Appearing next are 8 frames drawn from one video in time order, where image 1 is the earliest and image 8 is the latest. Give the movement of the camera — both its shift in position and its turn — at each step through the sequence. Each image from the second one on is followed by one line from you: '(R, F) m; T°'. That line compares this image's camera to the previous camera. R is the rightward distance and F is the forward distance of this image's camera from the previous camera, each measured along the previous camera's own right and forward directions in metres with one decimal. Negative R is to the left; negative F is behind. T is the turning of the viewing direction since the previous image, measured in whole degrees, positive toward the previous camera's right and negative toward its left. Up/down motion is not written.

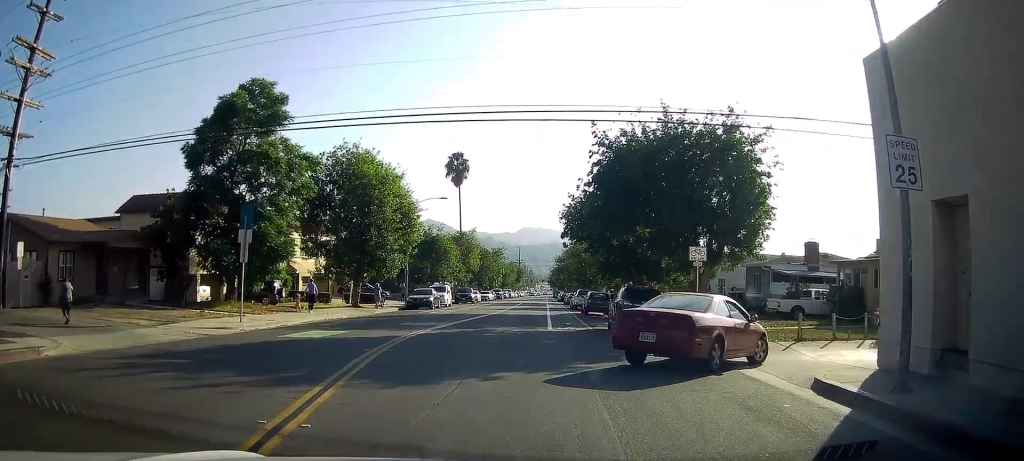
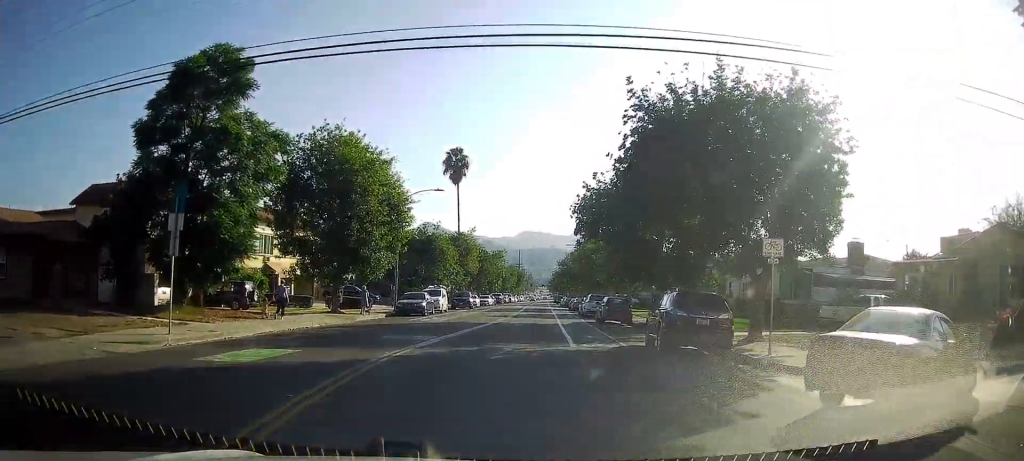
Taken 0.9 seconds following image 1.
(-0.1, +6.8) m; -2°
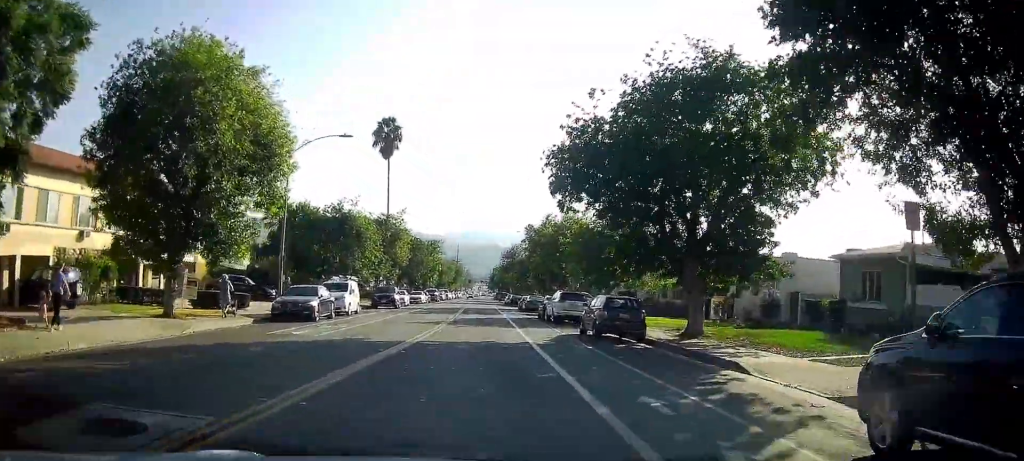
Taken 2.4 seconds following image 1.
(+0.2, +13.9) m; +4°
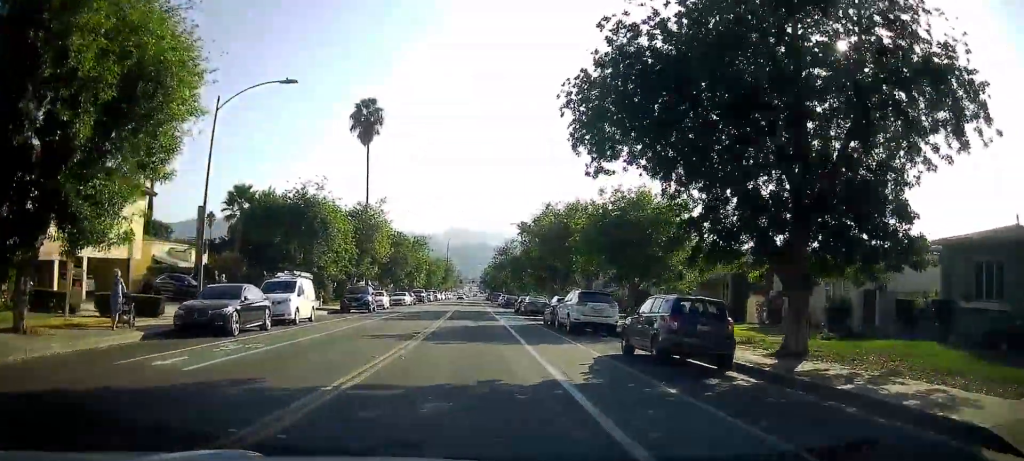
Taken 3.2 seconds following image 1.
(+0.3, +8.0) m; +2°
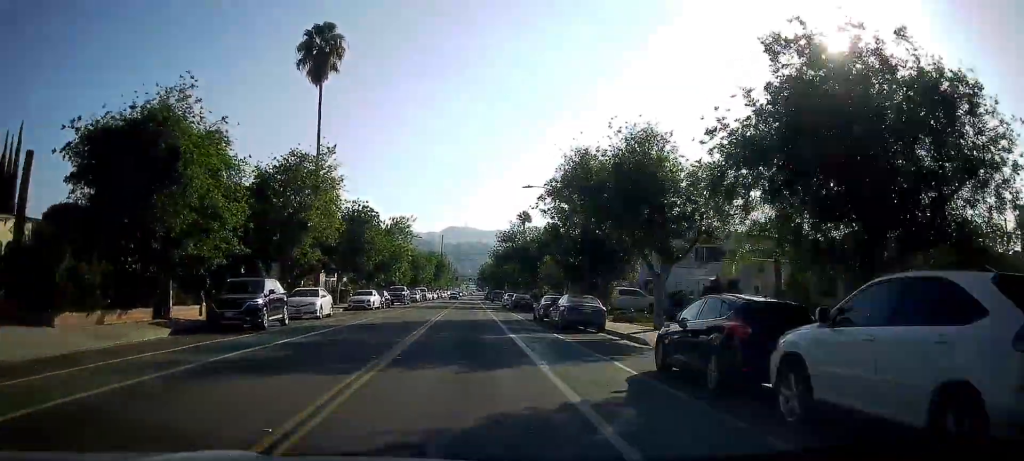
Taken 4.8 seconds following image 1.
(-0.3, +19.9) m; -2°
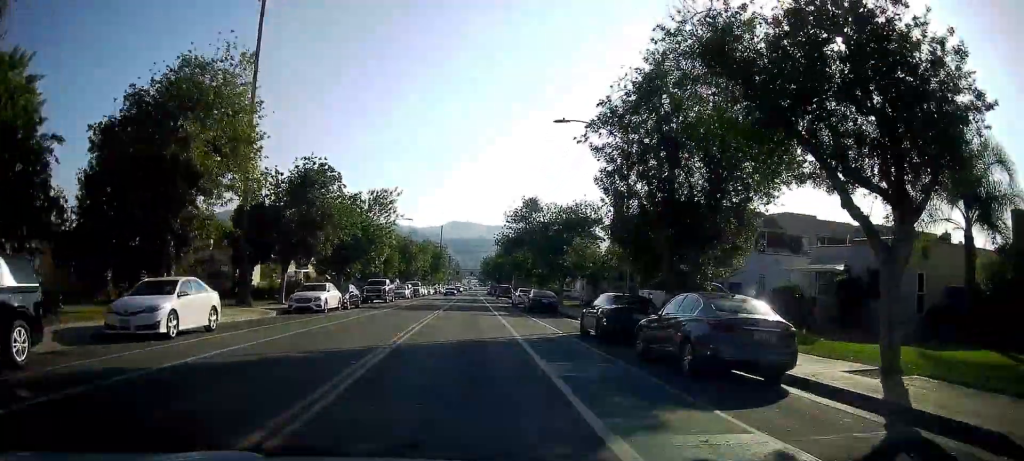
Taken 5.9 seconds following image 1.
(-0.2, +15.5) m; +1°
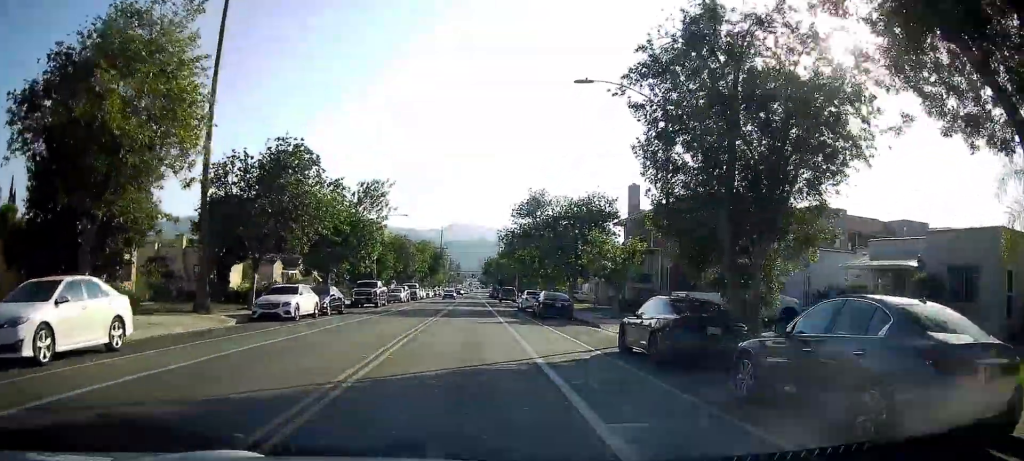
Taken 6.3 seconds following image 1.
(0.0, +5.9) m; 0°
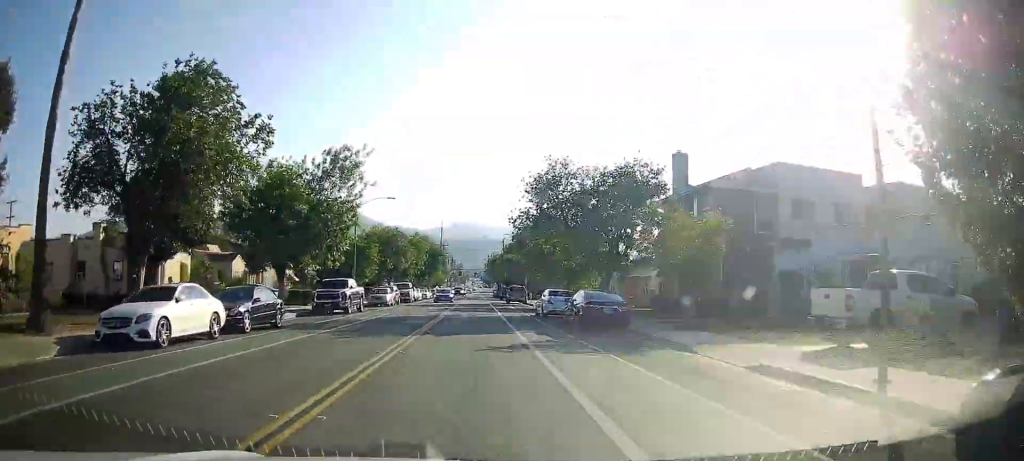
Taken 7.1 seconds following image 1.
(+0.4, +12.0) m; -1°
